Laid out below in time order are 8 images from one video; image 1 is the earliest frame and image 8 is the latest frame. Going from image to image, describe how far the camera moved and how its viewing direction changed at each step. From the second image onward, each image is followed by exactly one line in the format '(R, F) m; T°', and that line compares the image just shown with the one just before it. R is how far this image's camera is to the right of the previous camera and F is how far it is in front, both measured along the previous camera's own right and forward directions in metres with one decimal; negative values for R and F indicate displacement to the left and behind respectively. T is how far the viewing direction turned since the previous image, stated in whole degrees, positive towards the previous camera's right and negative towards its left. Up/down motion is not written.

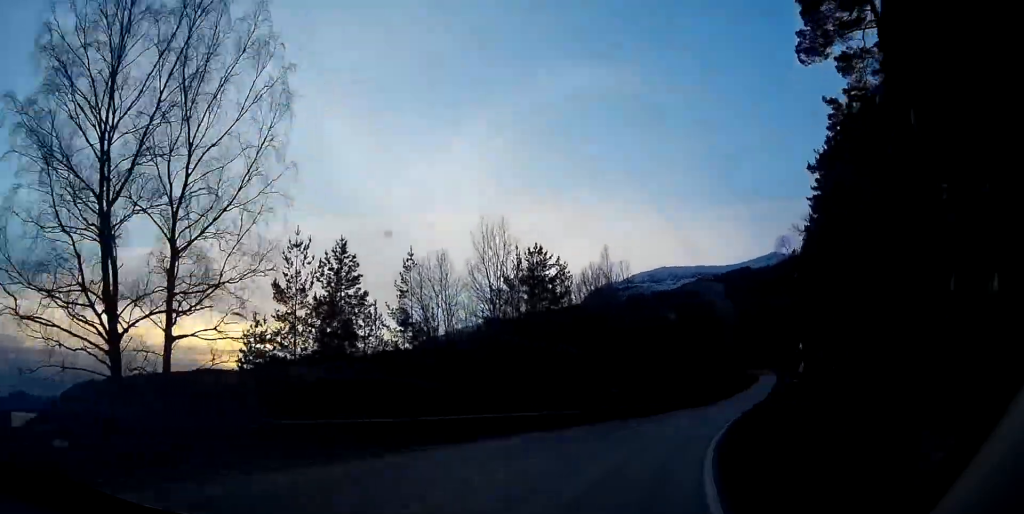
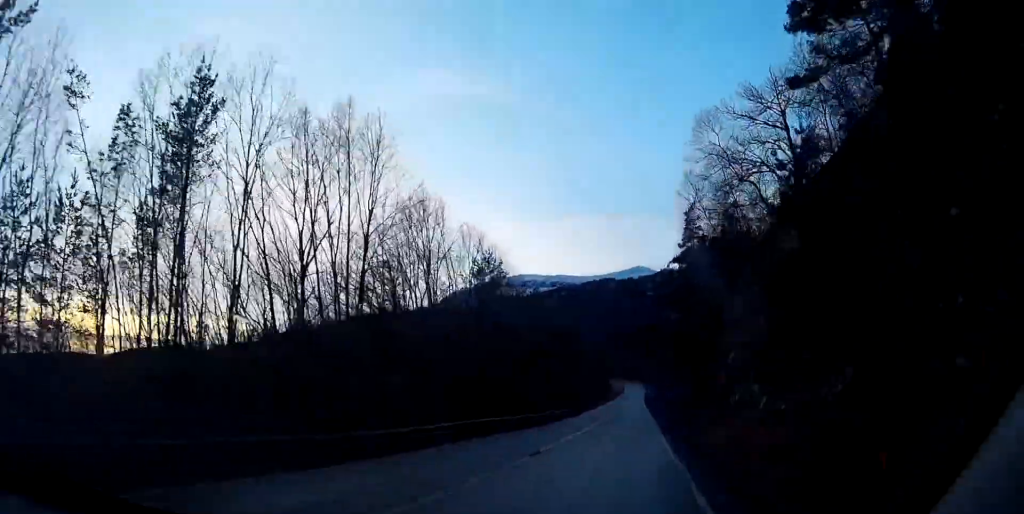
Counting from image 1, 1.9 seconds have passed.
(+3.1, +30.4) m; +10°
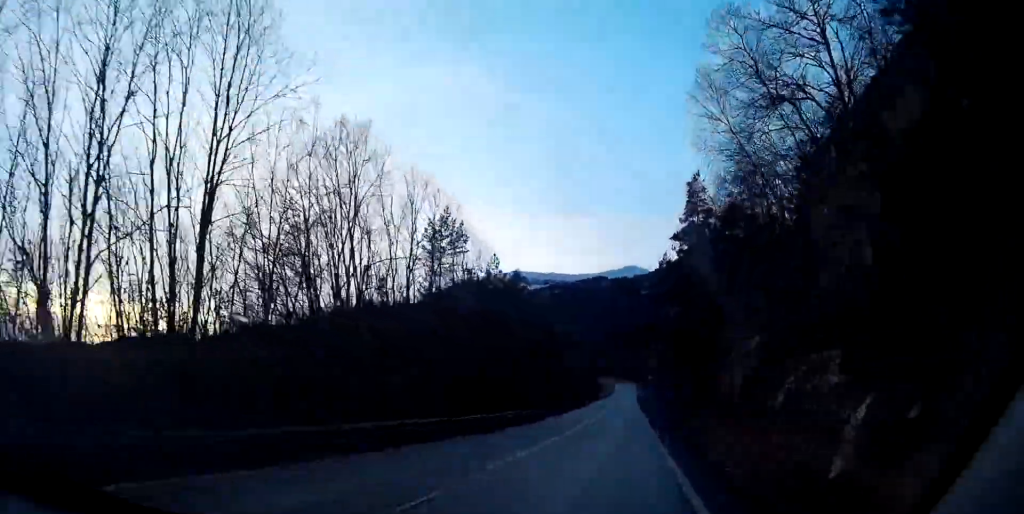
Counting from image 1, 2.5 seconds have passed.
(+0.2, +8.6) m; +1°
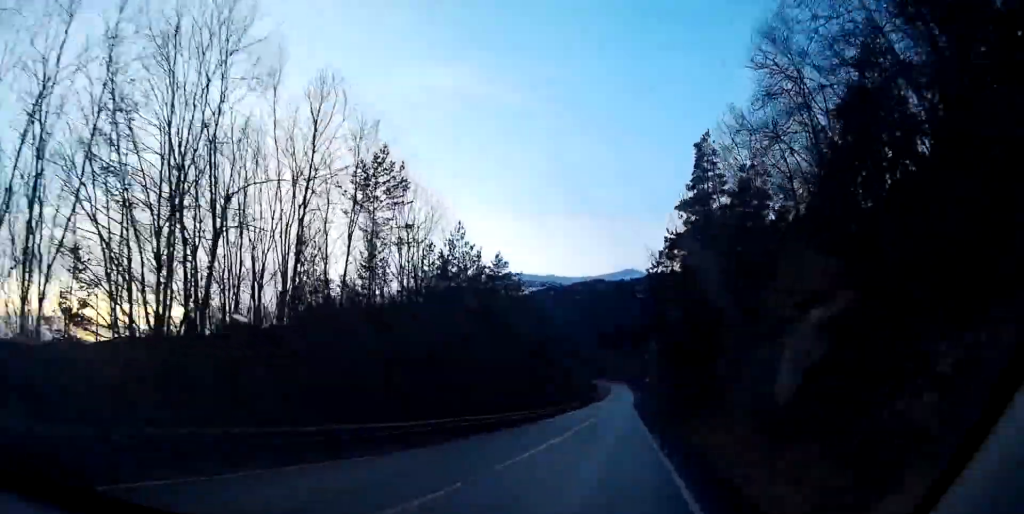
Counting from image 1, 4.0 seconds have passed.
(+0.1, +24.7) m; 0°
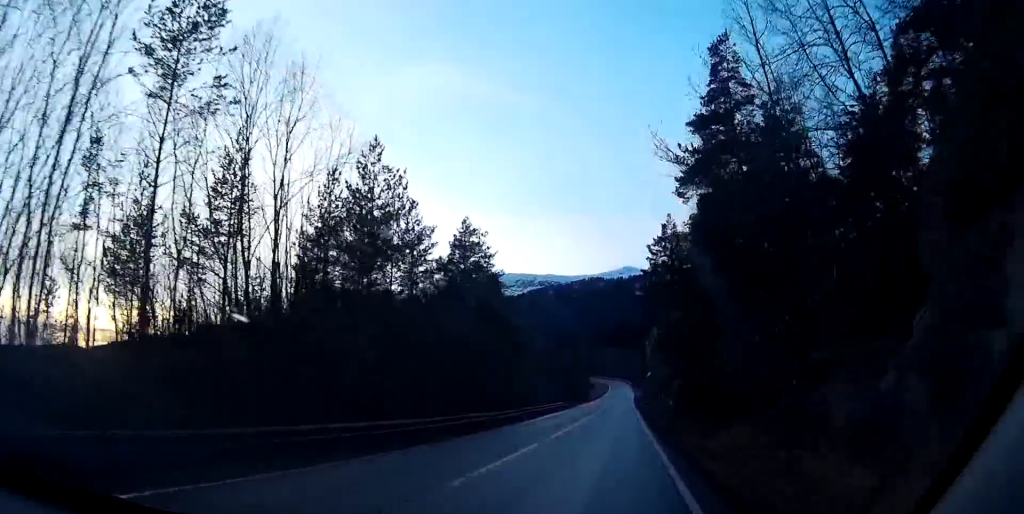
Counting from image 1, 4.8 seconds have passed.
(-0.1, +13.9) m; 0°
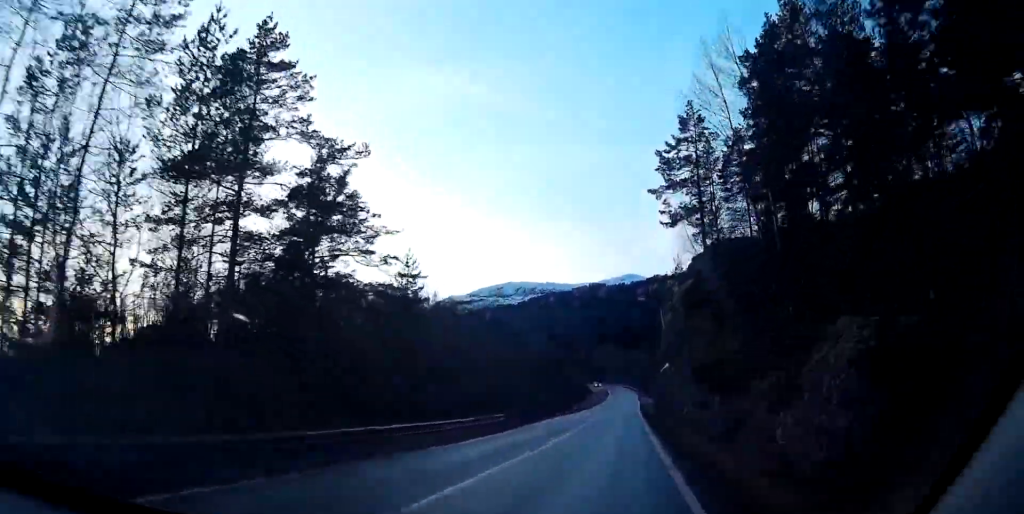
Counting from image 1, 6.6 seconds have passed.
(0.0, +37.3) m; 0°
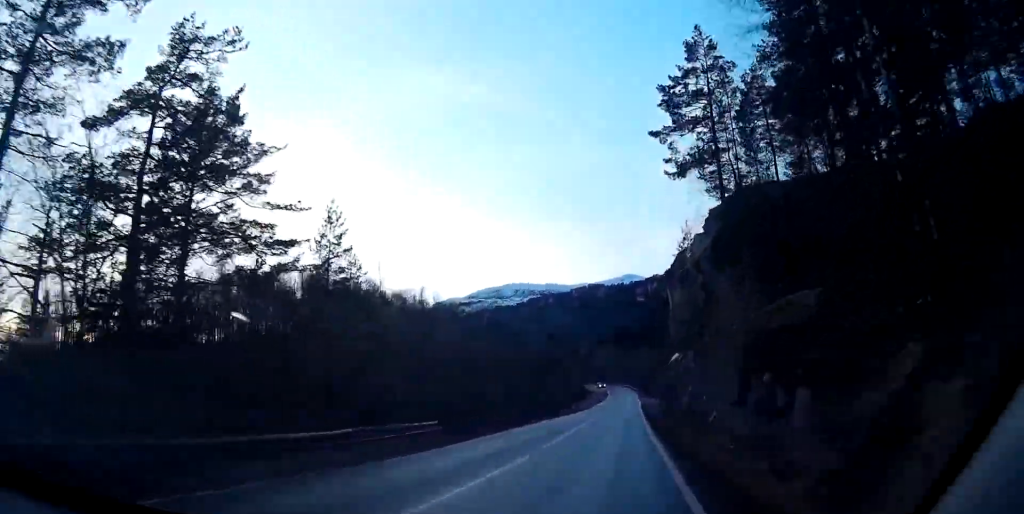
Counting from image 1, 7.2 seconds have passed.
(0.0, +12.4) m; 0°
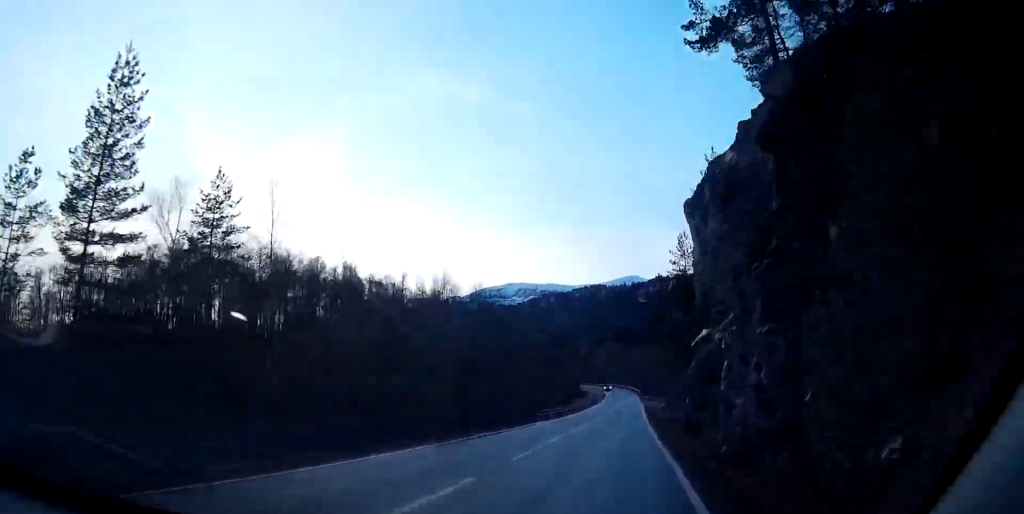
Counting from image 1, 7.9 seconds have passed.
(0.0, +16.8) m; 0°
